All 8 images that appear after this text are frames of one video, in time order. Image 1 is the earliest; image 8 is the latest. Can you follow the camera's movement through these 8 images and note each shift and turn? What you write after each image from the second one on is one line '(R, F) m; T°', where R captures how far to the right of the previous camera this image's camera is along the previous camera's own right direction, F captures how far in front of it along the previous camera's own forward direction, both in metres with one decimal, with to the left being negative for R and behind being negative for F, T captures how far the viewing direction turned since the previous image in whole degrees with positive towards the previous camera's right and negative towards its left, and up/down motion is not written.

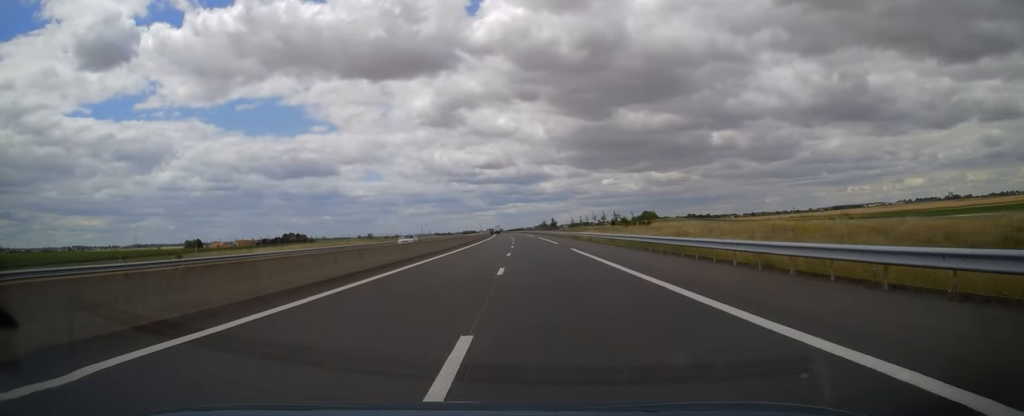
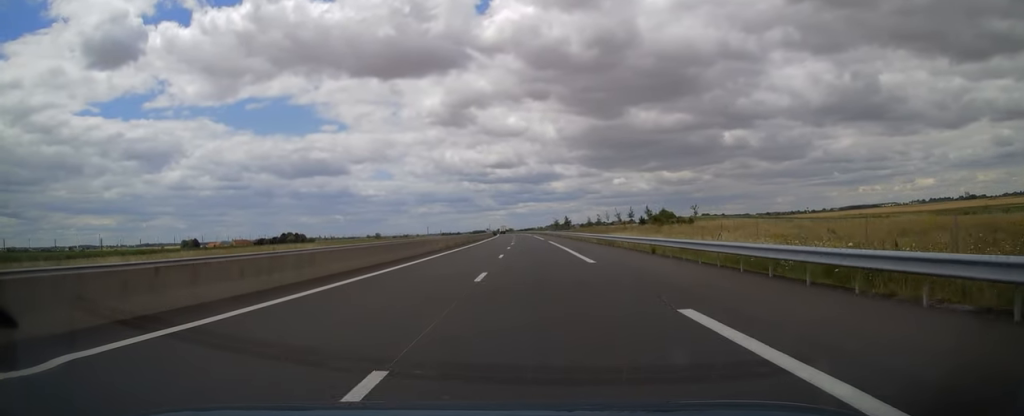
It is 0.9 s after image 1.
(-0.1, +27.8) m; 0°
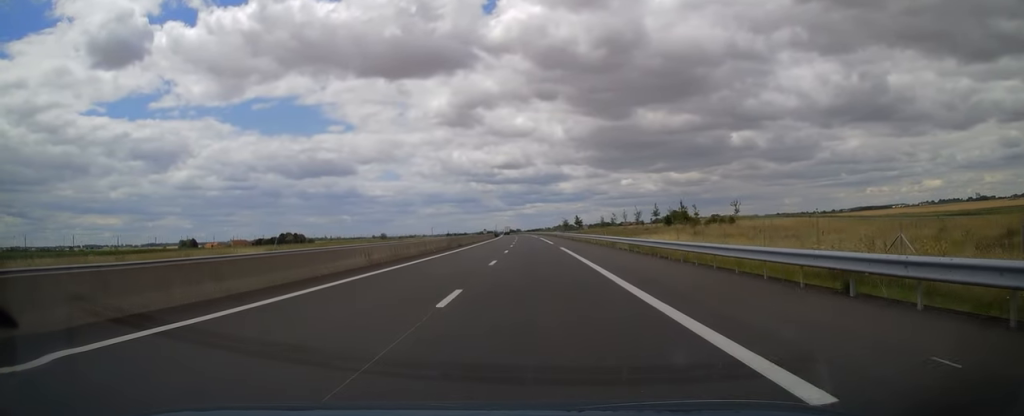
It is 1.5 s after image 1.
(0.0, +17.9) m; -1°
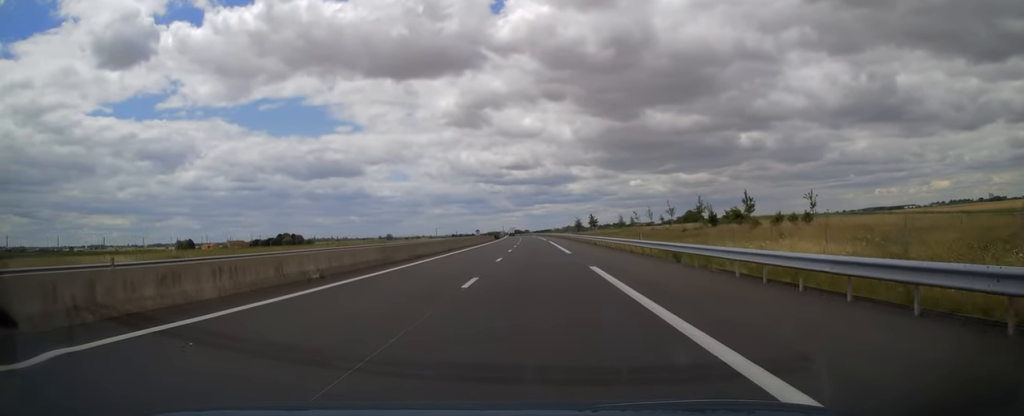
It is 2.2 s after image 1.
(-0.3, +21.8) m; -1°
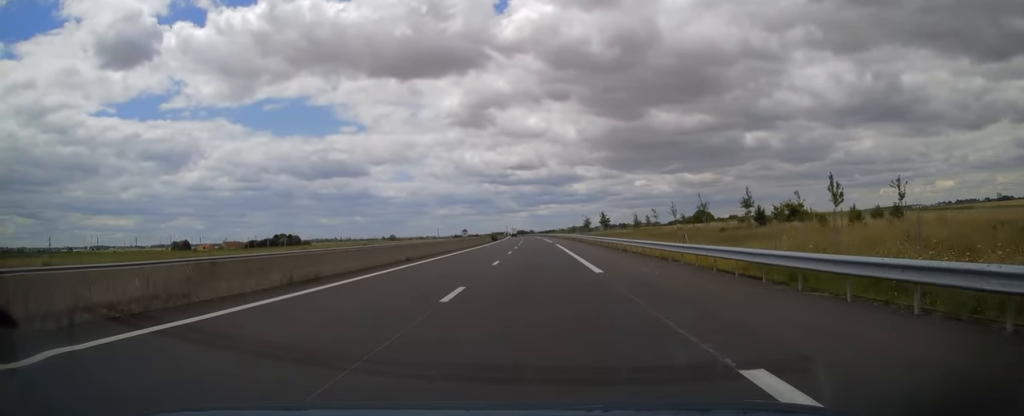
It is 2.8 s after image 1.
(-0.4, +15.9) m; -1°
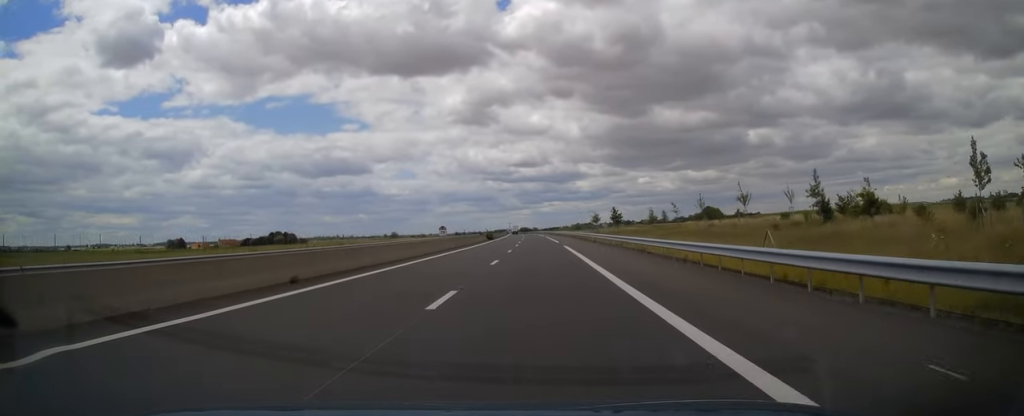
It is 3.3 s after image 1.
(+0.1, +14.4) m; 0°
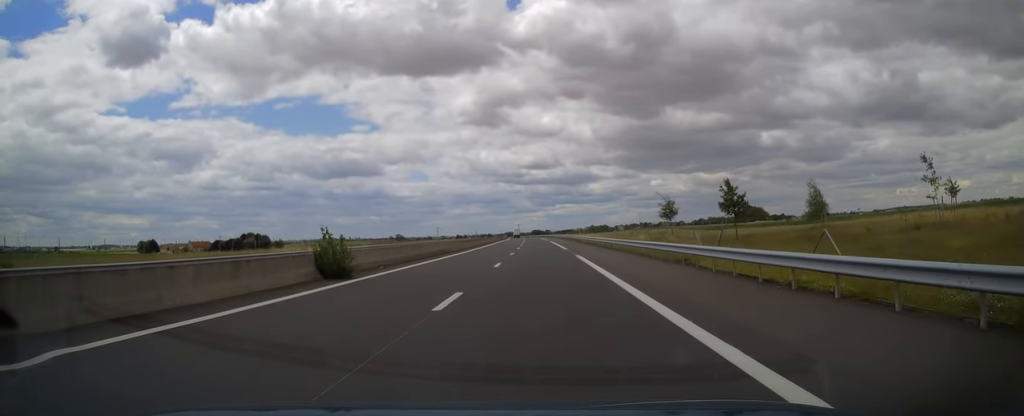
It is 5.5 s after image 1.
(-1.1, +64.6) m; -2°
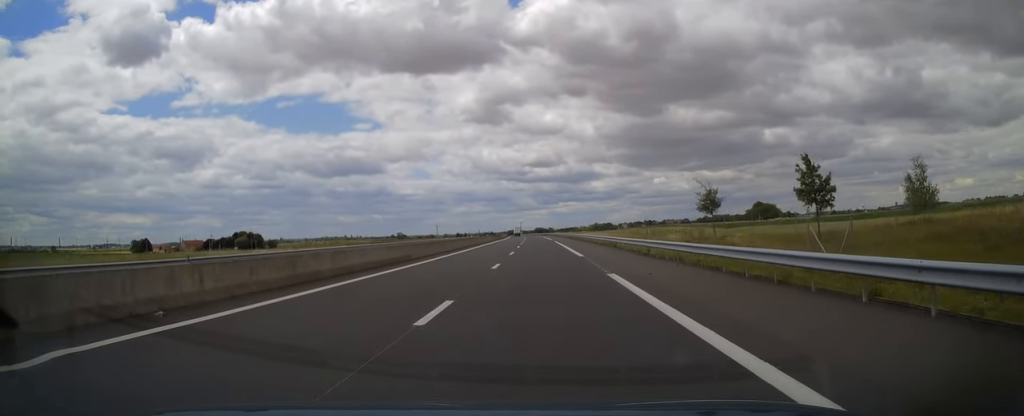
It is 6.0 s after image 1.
(-0.1, +14.7) m; 0°
